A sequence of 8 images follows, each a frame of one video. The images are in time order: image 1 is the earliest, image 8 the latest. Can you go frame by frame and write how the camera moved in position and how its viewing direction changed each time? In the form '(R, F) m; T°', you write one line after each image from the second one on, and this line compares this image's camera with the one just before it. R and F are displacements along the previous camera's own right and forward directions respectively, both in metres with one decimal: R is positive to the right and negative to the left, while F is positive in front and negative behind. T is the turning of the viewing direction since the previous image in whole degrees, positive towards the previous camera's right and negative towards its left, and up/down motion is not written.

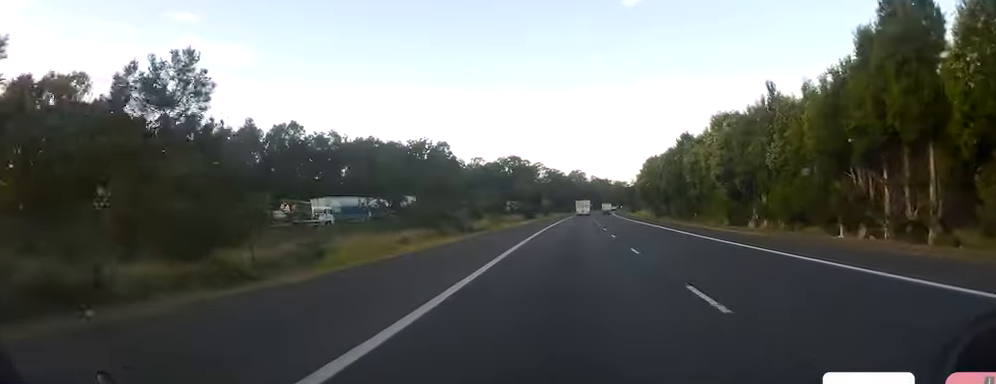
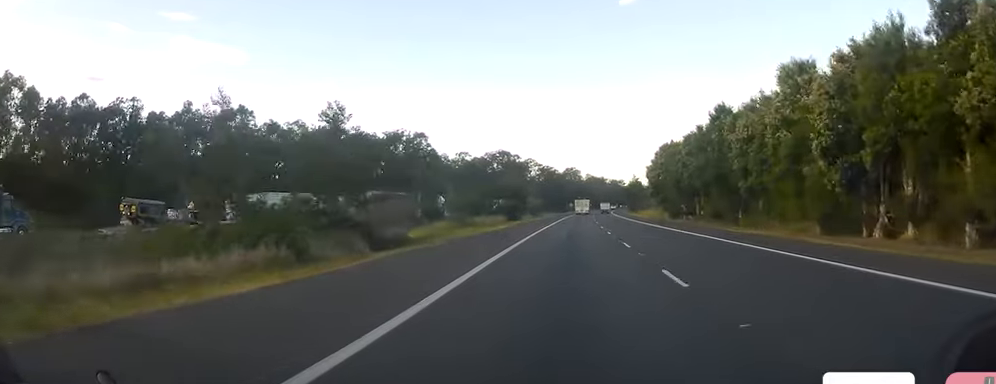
(-0.1, +21.0) m; 0°
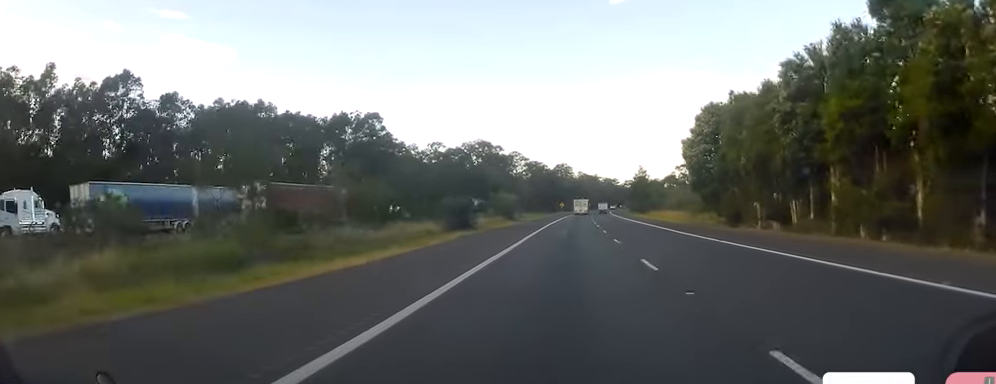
(+0.4, +32.6) m; 0°
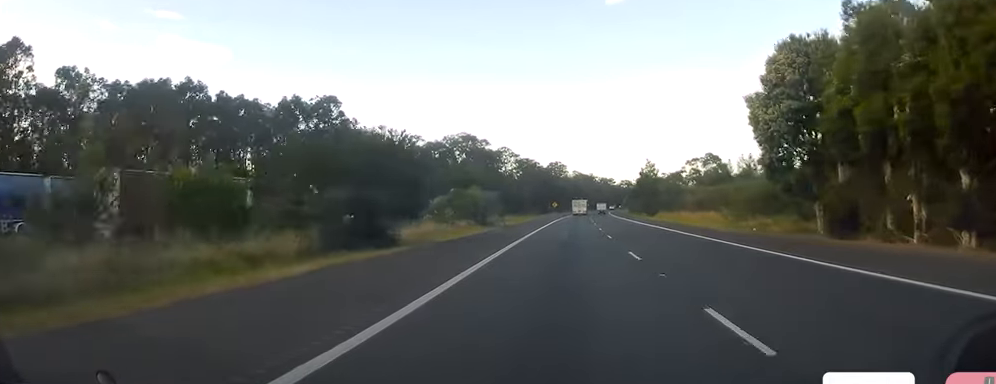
(-0.3, +21.2) m; 0°
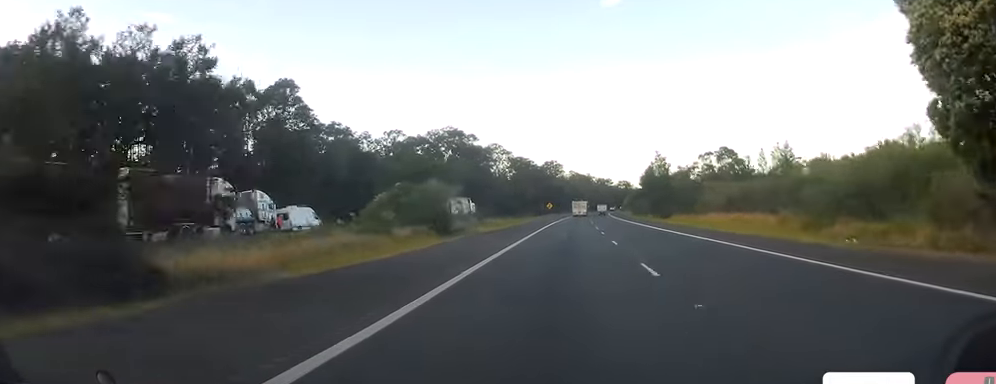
(+0.2, +16.3) m; +1°
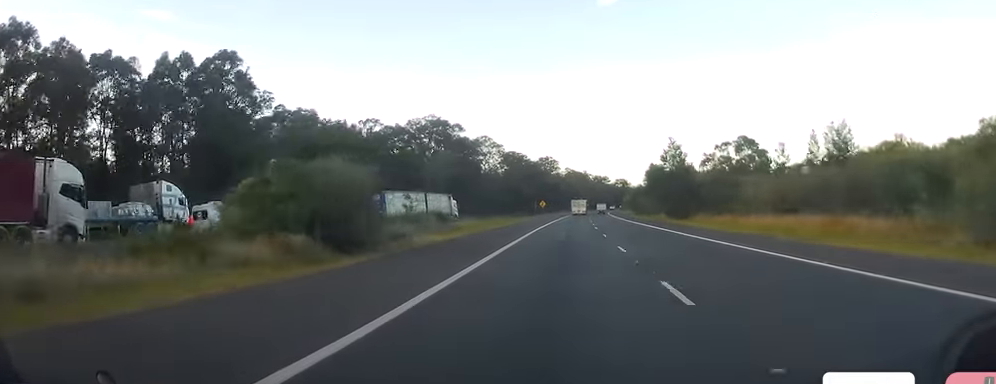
(+0.1, +16.3) m; +1°
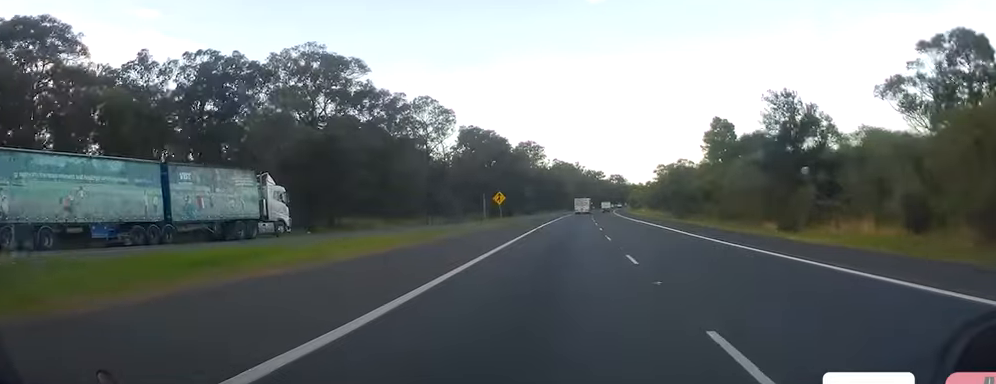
(-0.5, +65.2) m; 0°
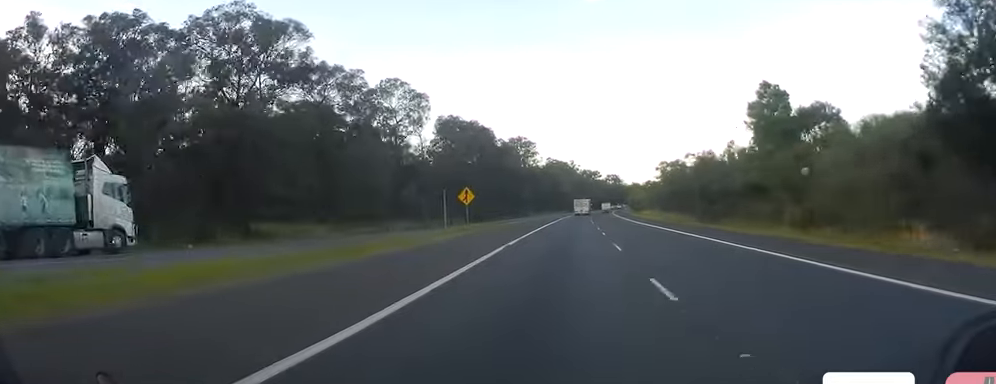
(+0.3, +18.2) m; +1°
